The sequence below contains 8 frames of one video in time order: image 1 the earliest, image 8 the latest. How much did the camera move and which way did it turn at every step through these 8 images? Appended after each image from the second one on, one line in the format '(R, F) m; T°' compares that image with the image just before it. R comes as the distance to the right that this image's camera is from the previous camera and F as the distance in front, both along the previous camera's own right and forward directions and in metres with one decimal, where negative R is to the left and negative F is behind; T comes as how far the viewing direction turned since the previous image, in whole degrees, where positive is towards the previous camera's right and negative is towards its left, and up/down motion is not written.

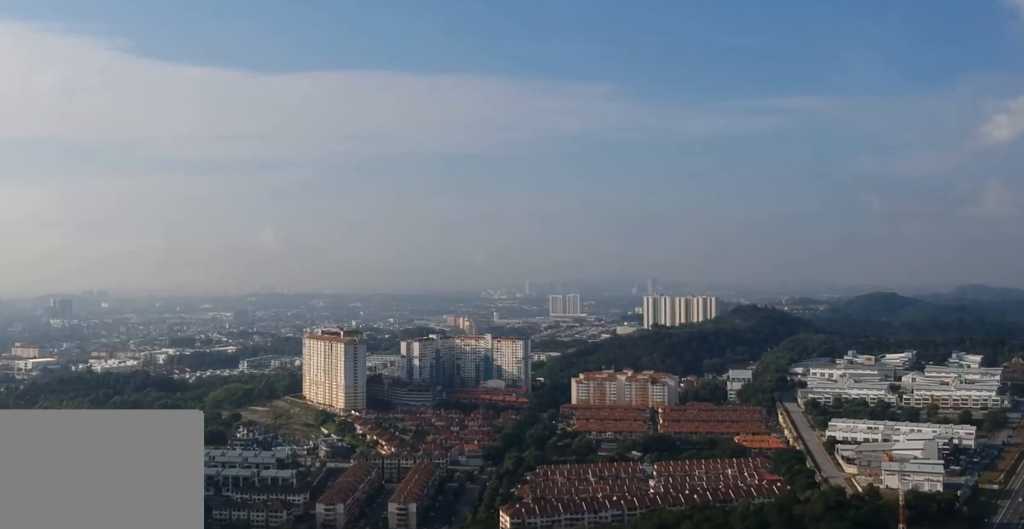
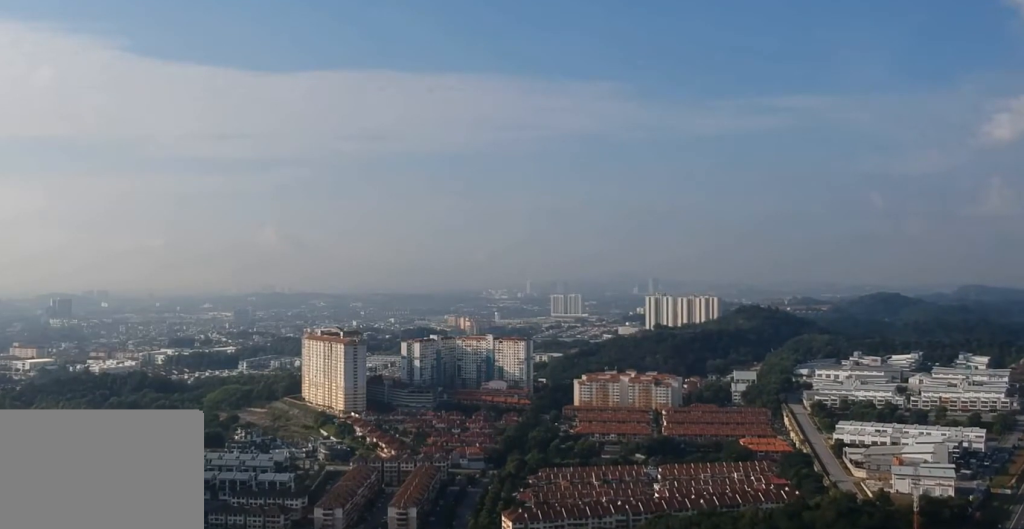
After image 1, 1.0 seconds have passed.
(0.0, +13.4) m; 0°
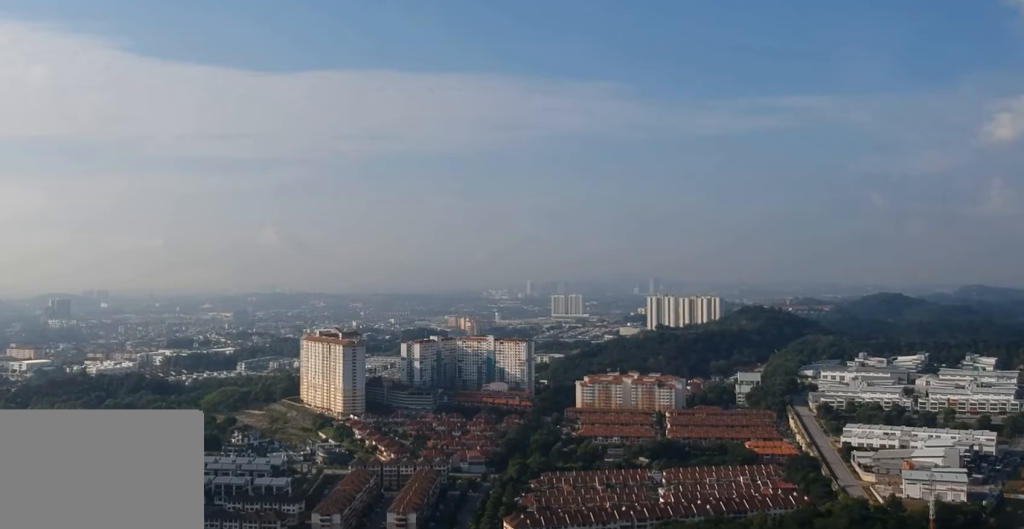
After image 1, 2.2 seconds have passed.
(-0.1, +15.0) m; 0°
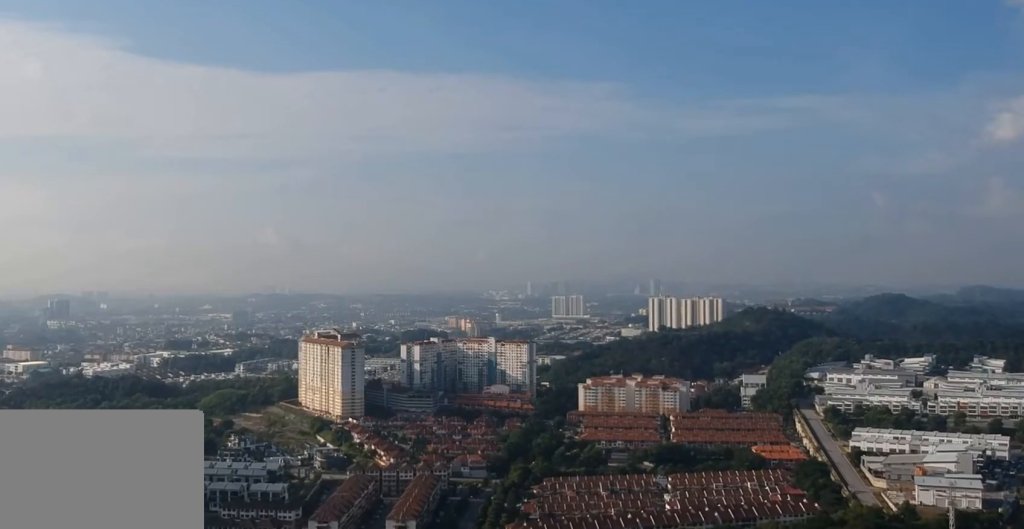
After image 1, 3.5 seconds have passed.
(0.0, +16.5) m; 0°
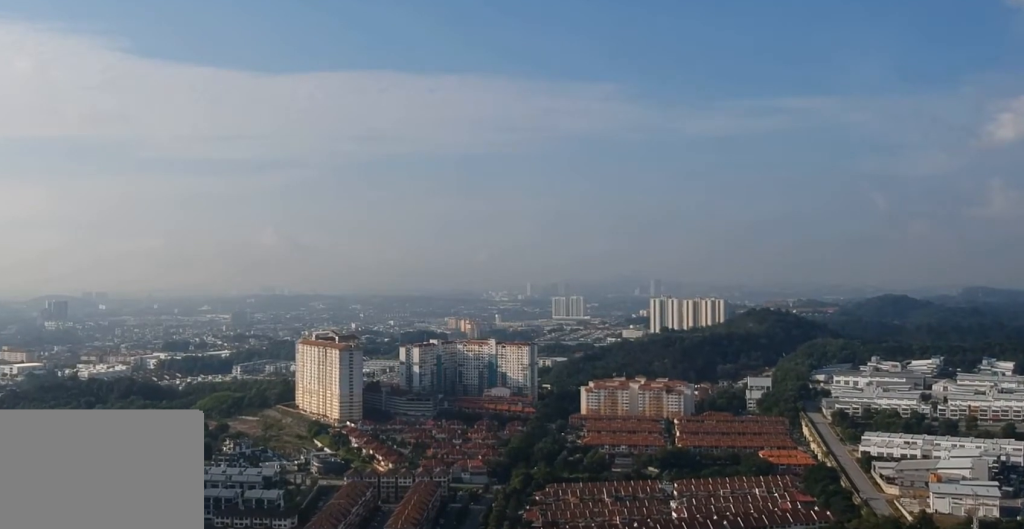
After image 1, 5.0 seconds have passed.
(0.0, +19.0) m; 0°
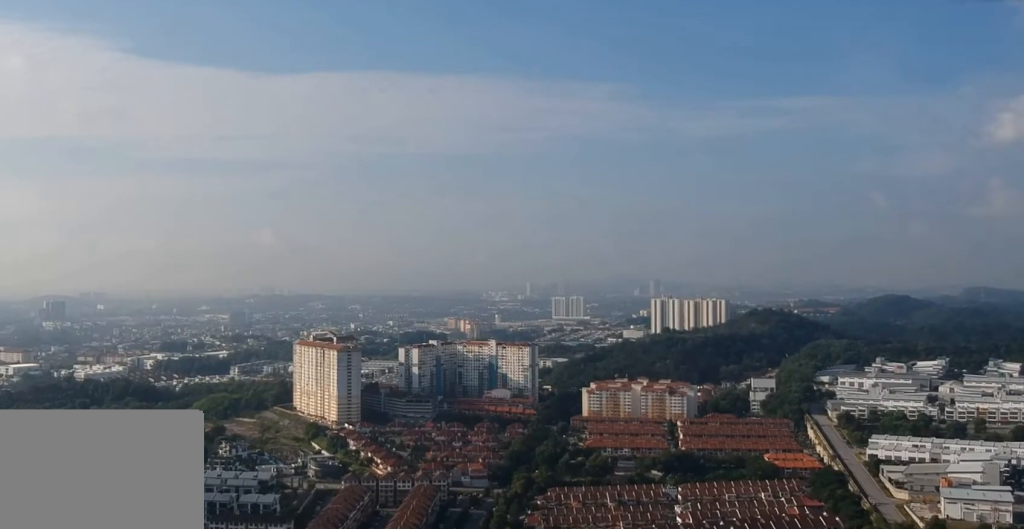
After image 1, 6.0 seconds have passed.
(0.0, +13.8) m; 0°
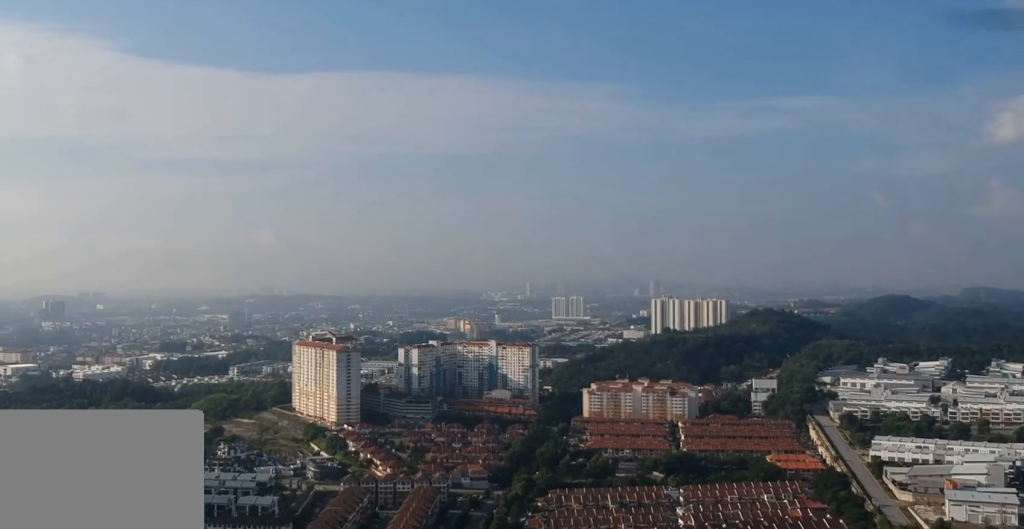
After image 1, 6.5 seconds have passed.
(0.0, +5.6) m; 0°
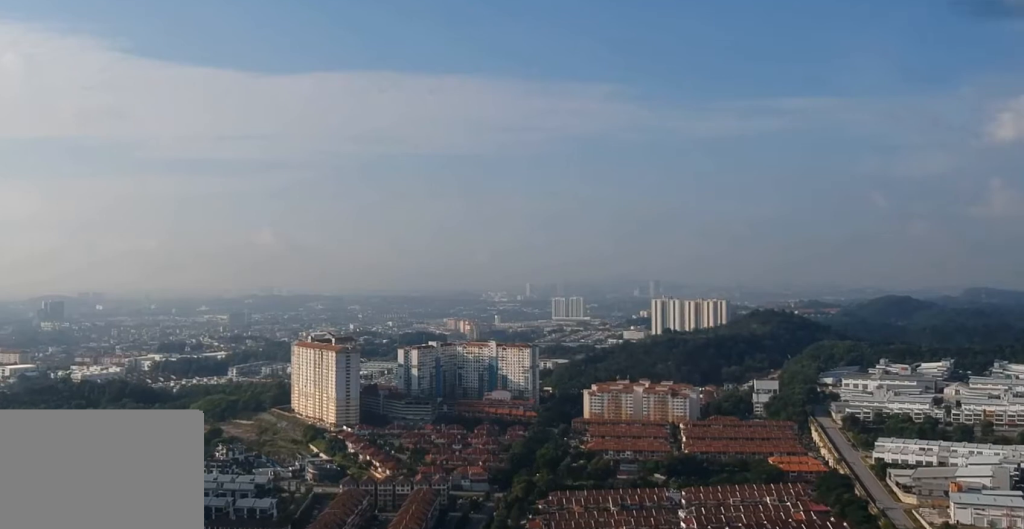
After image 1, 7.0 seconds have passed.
(0.0, +6.1) m; 0°
